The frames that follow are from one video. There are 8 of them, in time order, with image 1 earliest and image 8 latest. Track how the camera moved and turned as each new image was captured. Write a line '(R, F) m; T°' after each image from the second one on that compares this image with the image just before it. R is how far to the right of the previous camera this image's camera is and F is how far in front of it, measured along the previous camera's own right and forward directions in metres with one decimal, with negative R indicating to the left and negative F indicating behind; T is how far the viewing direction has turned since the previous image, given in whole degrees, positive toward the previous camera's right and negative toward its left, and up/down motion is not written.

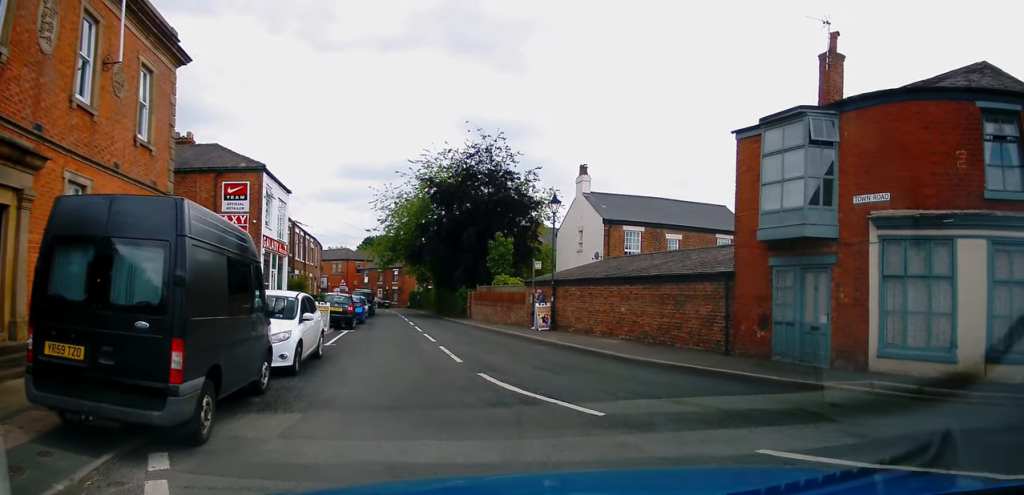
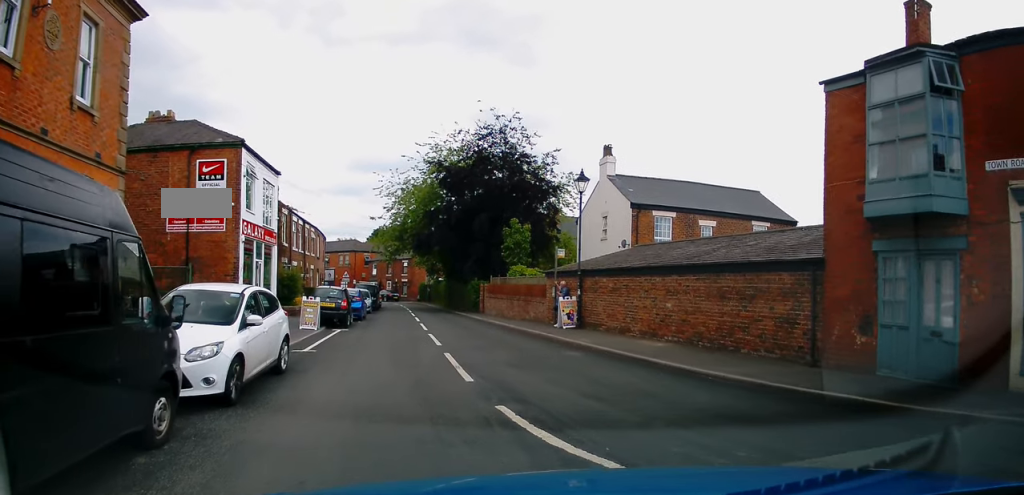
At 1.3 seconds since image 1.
(+0.5, +3.0) m; +4°
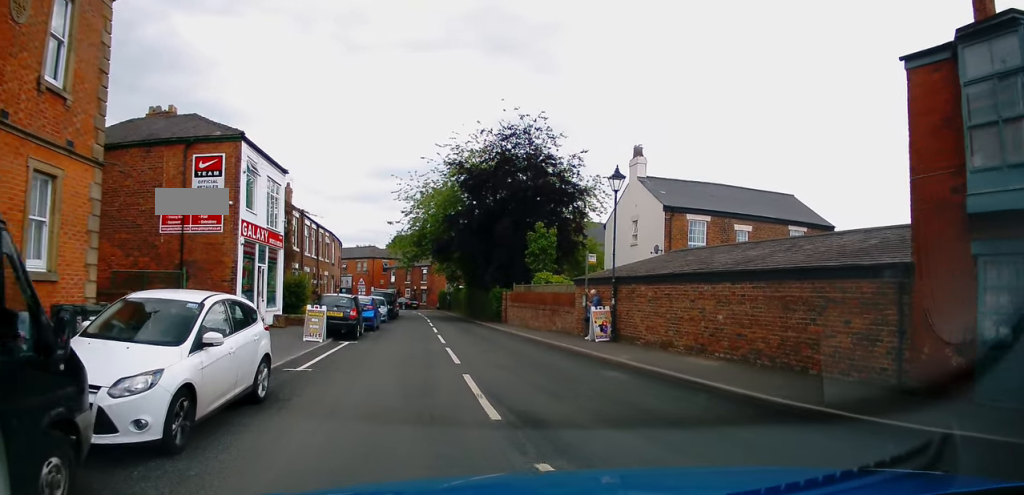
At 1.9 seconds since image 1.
(0.0, +1.8) m; -4°
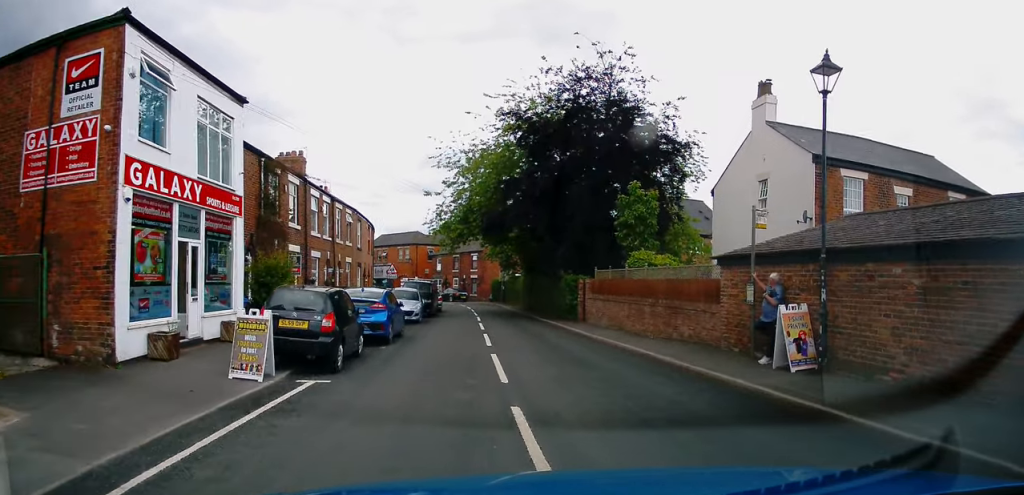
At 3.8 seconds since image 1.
(-1.1, +9.4) m; -8°
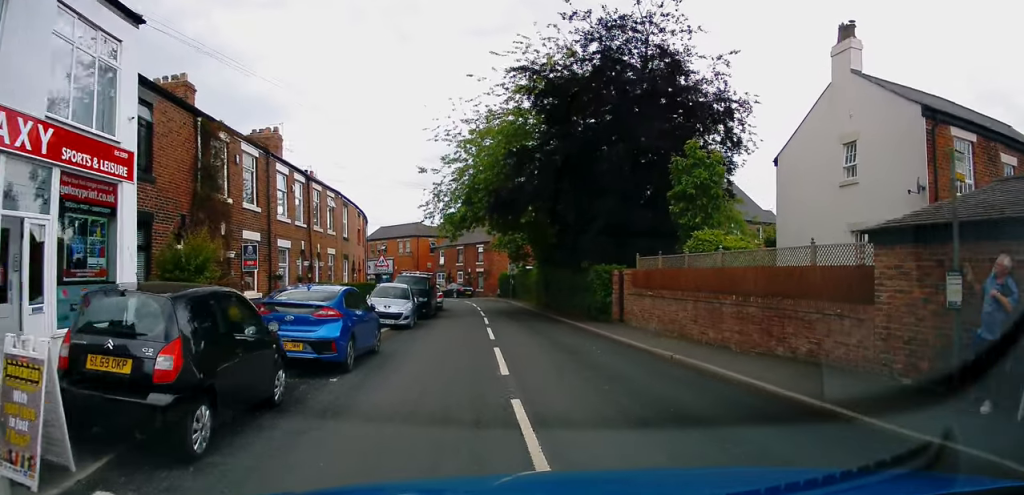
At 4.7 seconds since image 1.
(-0.1, +5.5) m; -1°
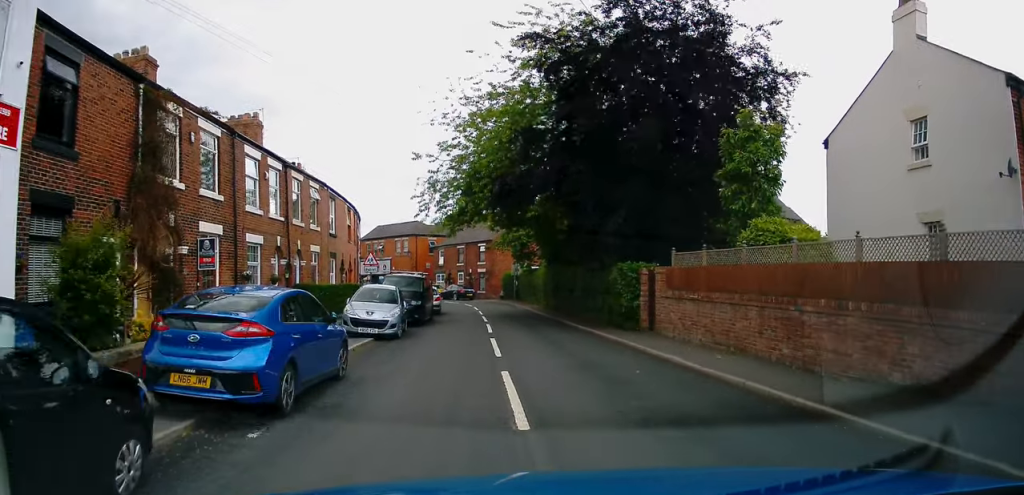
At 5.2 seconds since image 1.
(0.0, +3.5) m; +1°
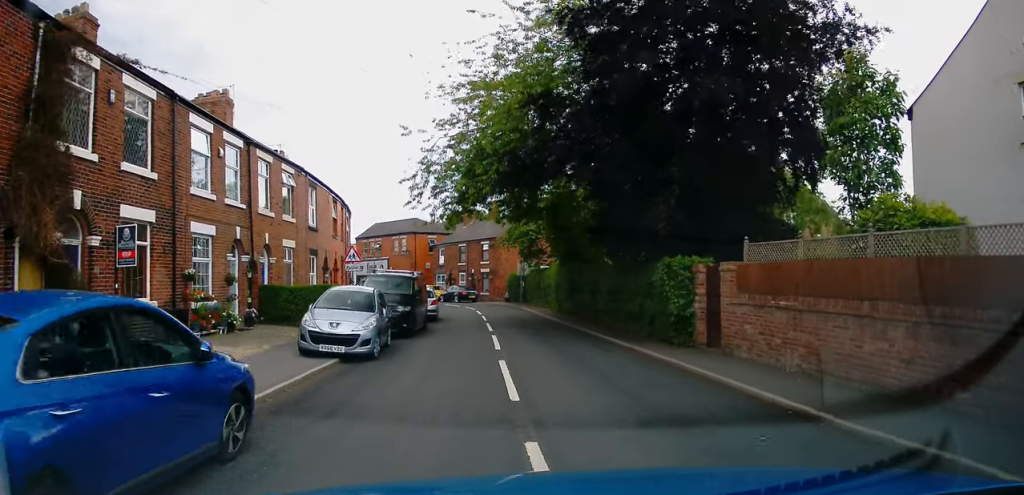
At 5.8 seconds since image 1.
(0.0, +4.4) m; +1°
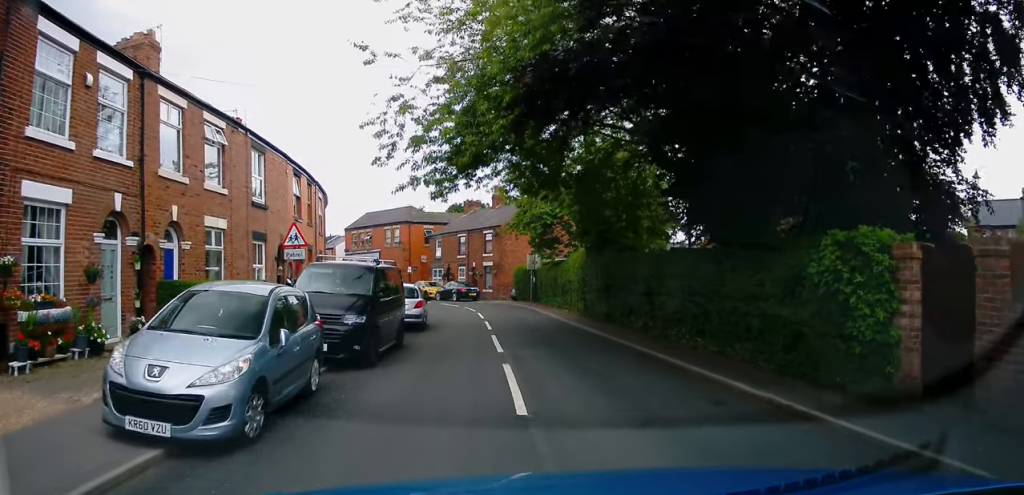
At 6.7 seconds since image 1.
(+0.1, +7.0) m; 0°
